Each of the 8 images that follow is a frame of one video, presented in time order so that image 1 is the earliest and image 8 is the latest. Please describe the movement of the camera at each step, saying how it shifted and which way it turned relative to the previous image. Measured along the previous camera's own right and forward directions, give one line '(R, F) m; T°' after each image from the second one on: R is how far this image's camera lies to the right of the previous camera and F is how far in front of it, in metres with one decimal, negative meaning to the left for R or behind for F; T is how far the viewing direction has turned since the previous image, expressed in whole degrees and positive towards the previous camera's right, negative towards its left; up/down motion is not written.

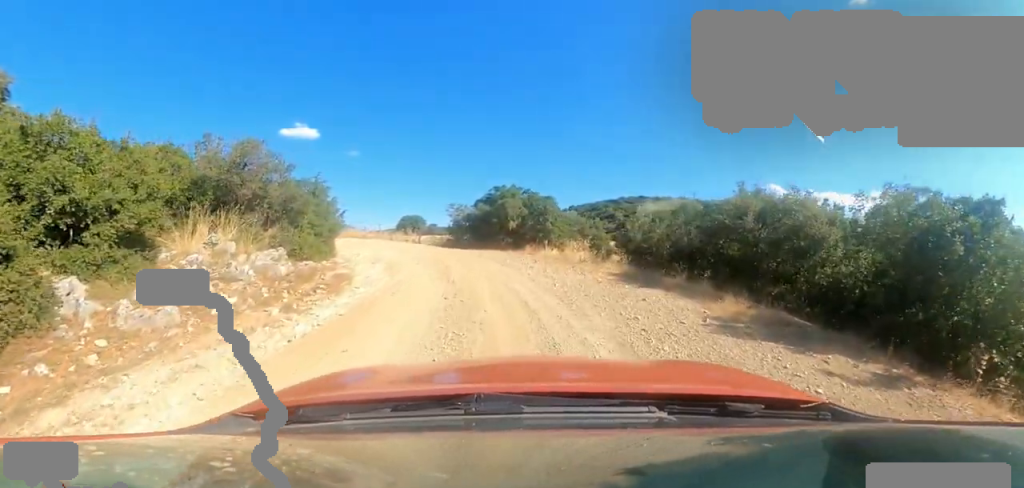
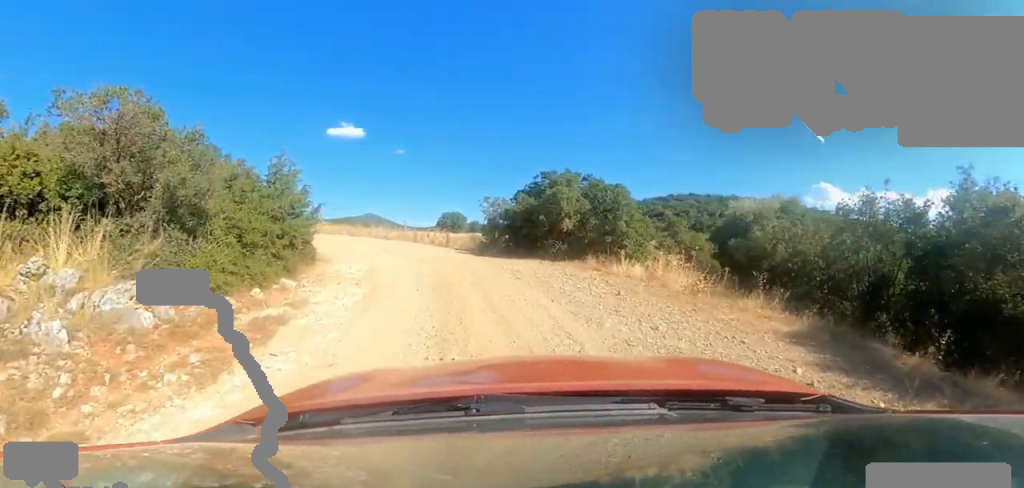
(0.0, +5.0) m; -2°
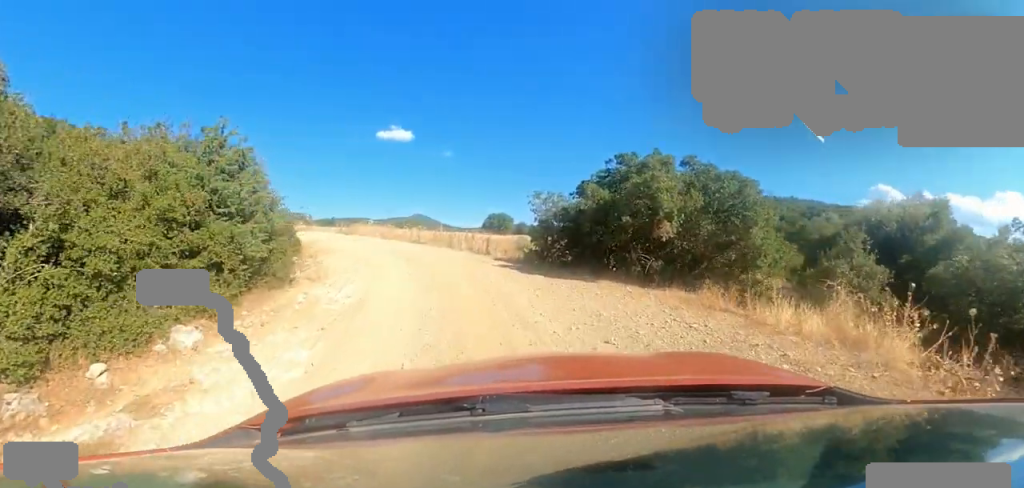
(+0.1, +4.5) m; -6°
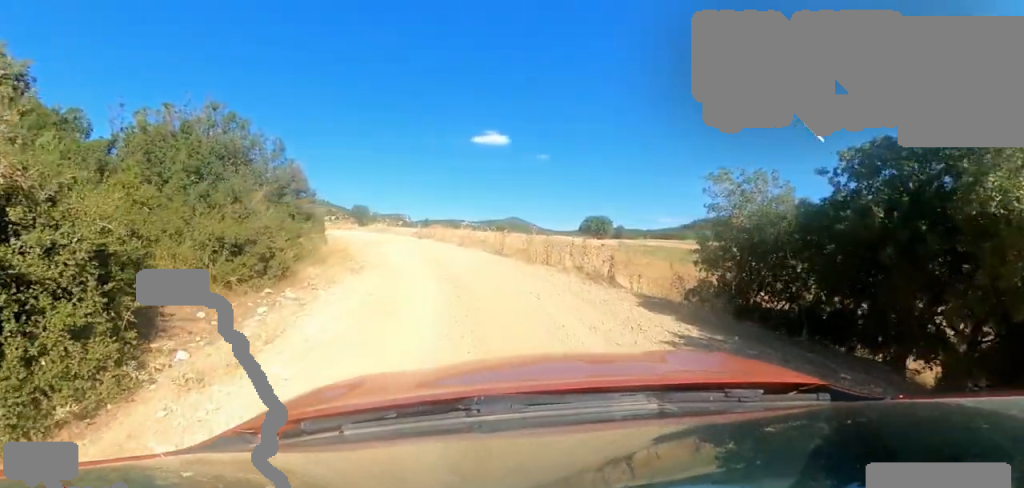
(-1.3, +6.2) m; -21°
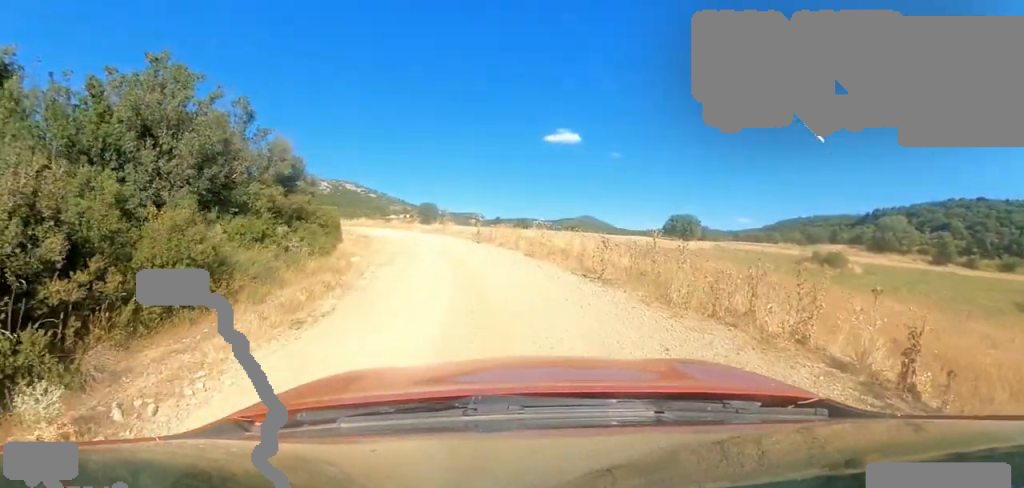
(-0.8, +6.0) m; -8°
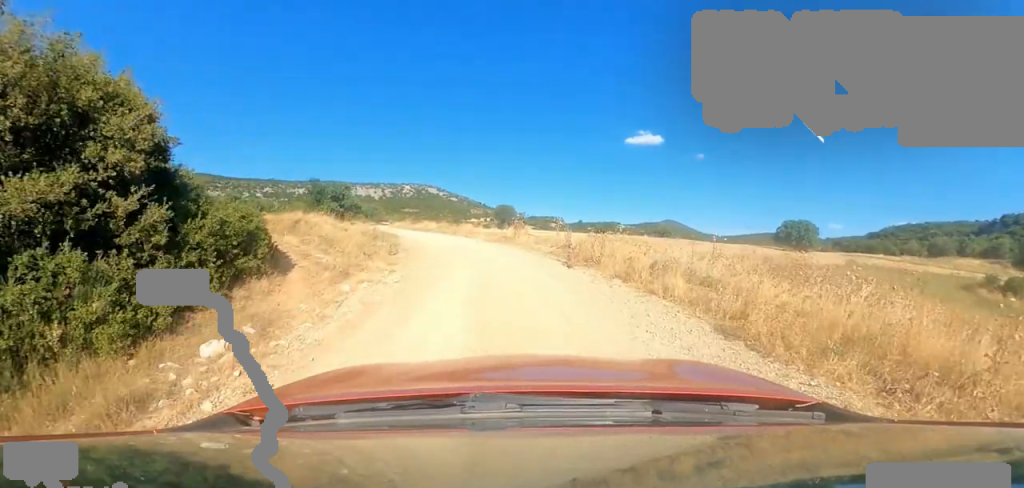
(0.0, +8.0) m; -13°
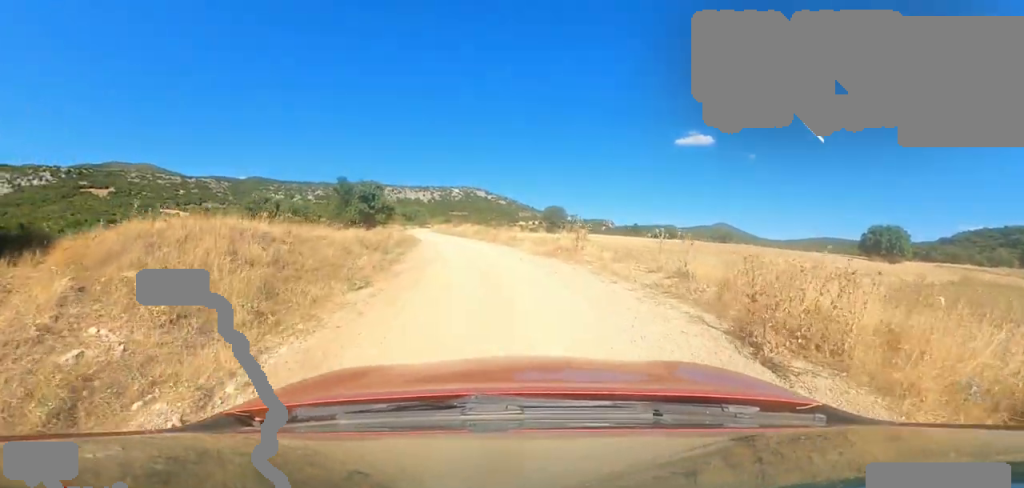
(-1.3, +5.7) m; -17°
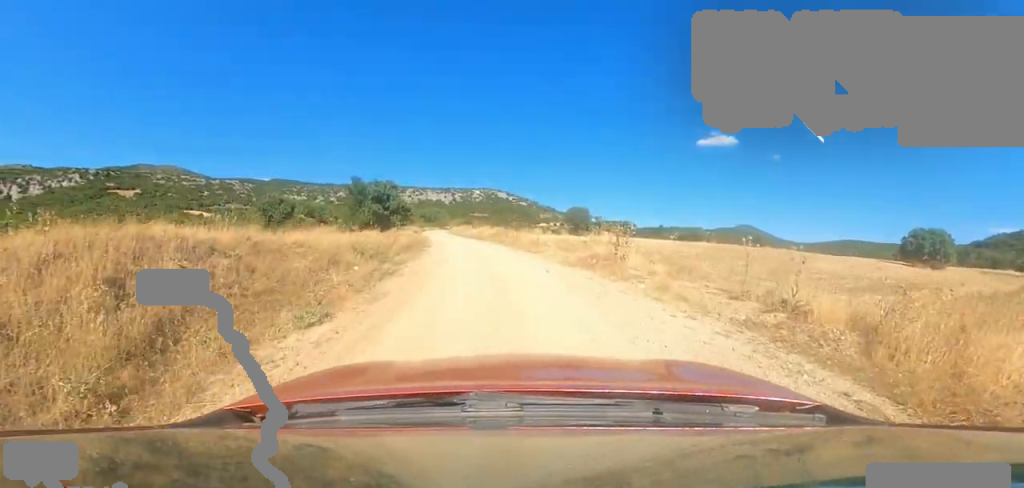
(-0.1, +2.6) m; -3°
